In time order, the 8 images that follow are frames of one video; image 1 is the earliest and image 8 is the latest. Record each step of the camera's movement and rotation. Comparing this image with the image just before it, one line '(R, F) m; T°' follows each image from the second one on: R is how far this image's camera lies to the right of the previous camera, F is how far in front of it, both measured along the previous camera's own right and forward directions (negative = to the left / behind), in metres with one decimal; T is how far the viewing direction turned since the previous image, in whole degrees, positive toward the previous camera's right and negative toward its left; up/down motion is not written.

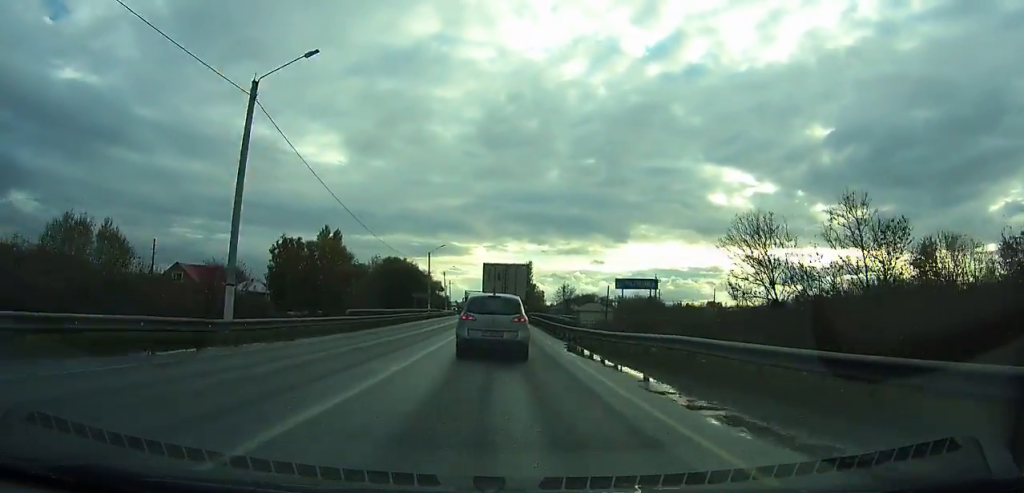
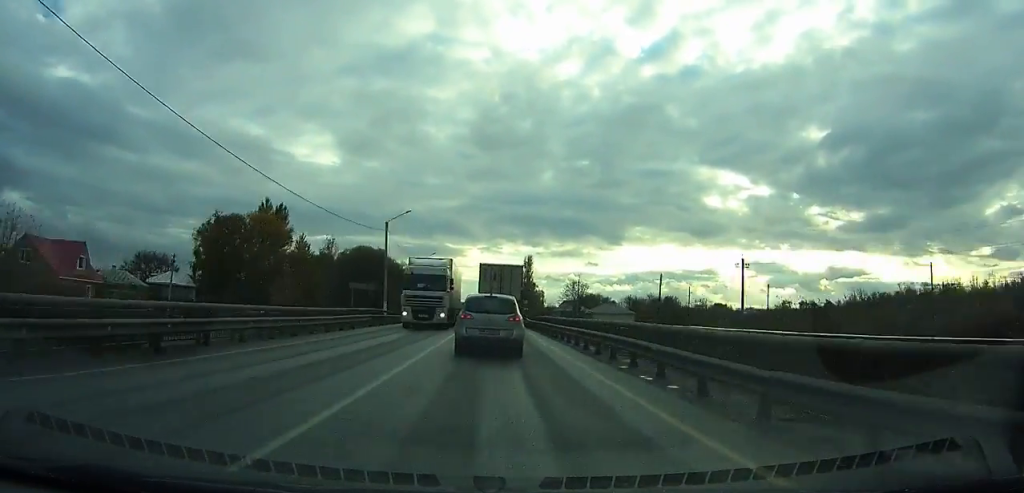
(+0.1, +29.7) m; 0°
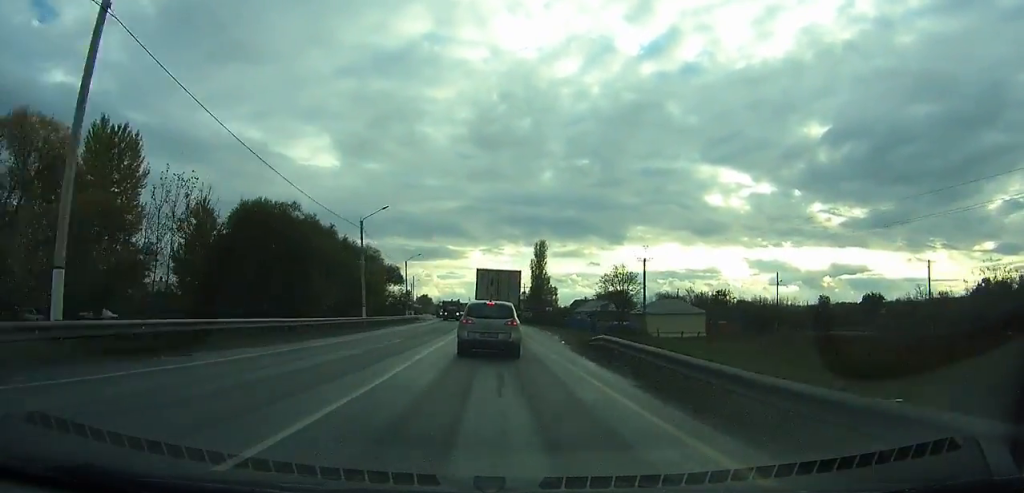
(+0.1, +41.2) m; 0°
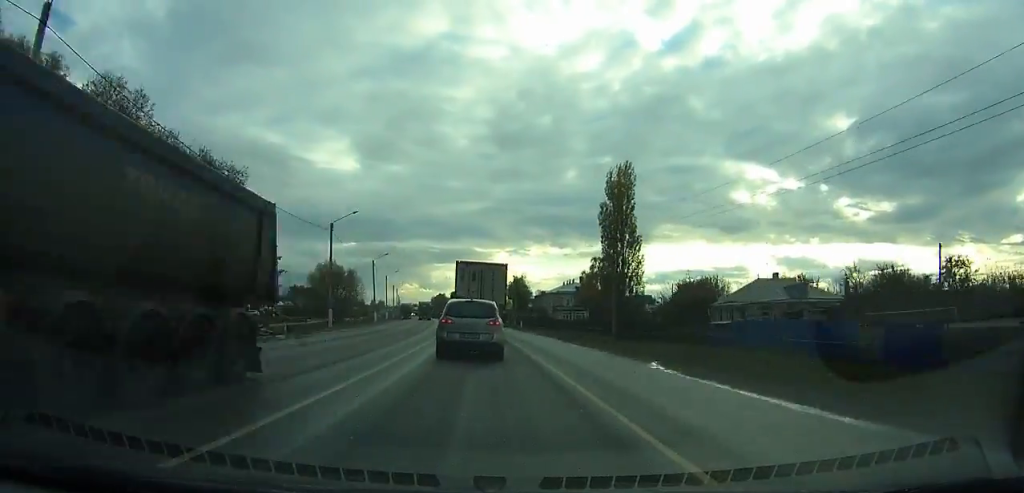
(-1.1, +72.0) m; -3°
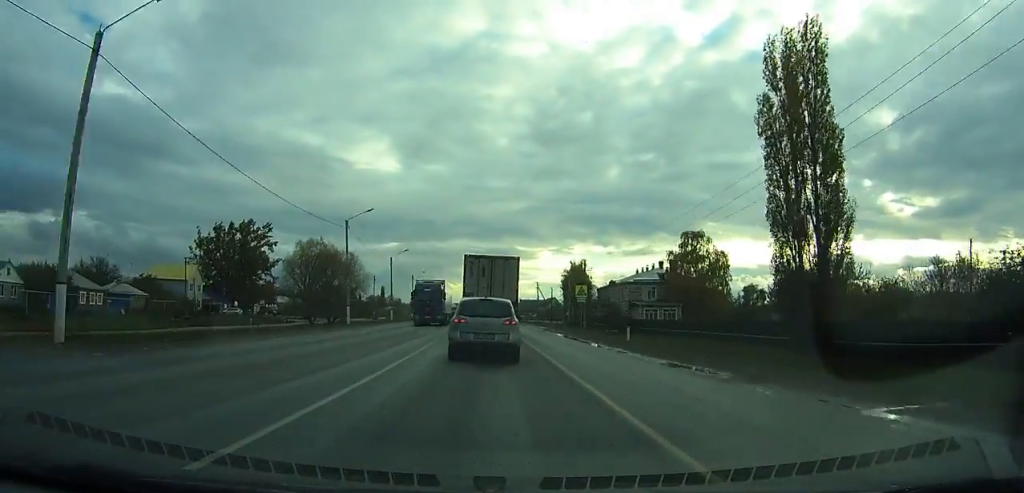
(-0.8, +33.8) m; -2°
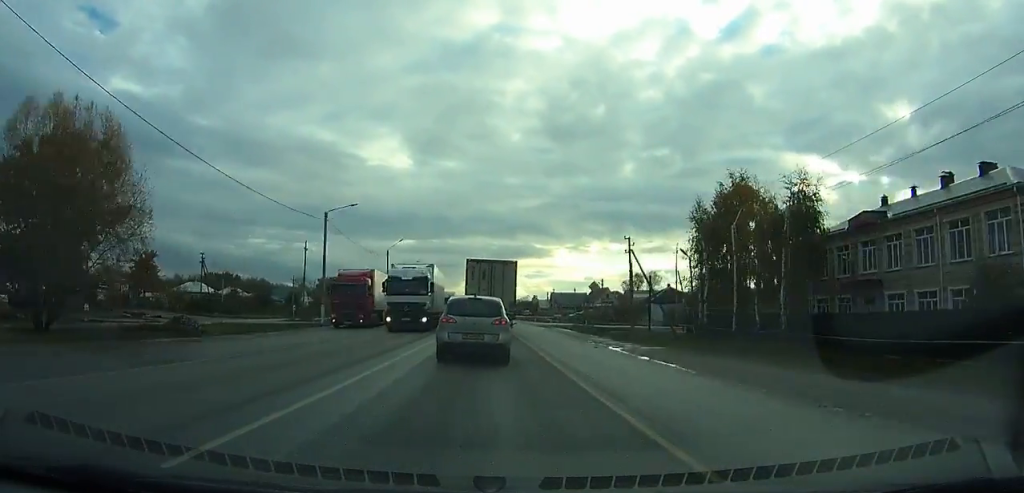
(-2.7, +68.6) m; -3°
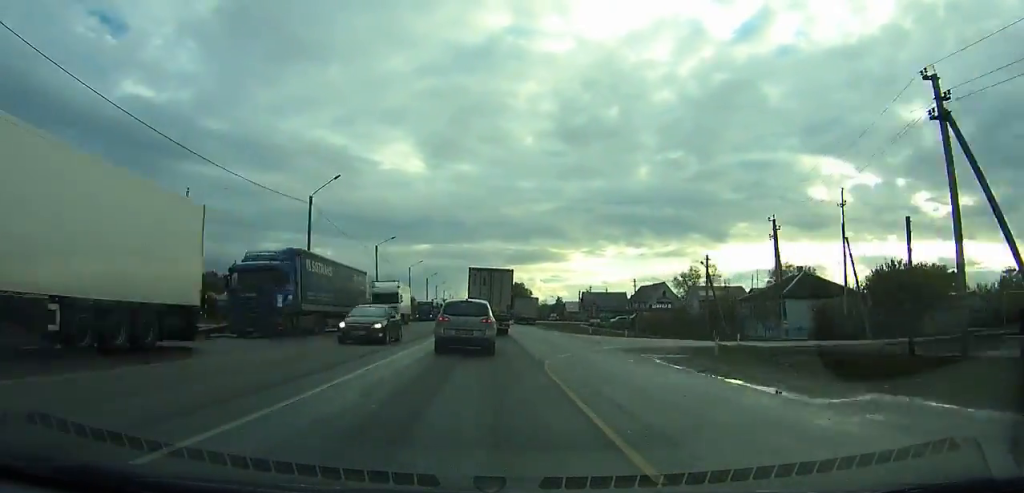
(-0.2, +40.2) m; -1°
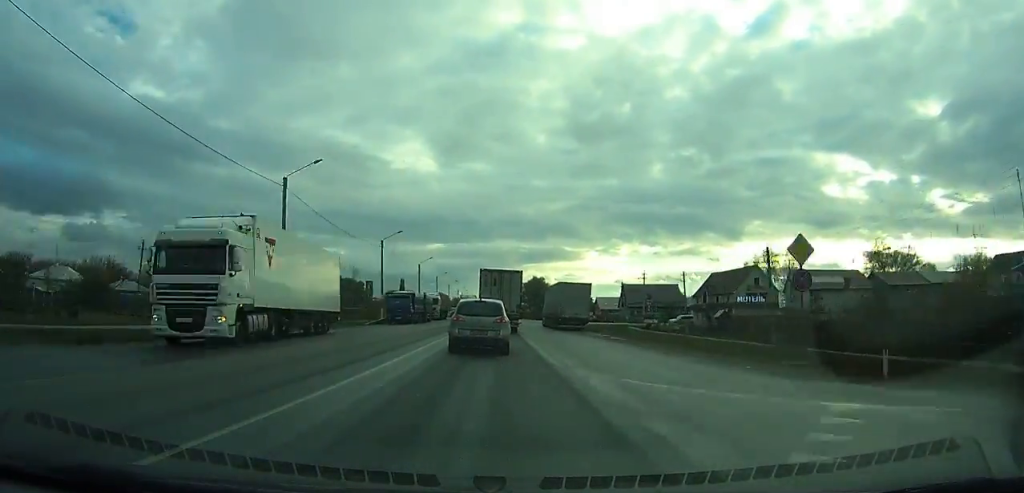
(-0.2, +33.4) m; -1°
